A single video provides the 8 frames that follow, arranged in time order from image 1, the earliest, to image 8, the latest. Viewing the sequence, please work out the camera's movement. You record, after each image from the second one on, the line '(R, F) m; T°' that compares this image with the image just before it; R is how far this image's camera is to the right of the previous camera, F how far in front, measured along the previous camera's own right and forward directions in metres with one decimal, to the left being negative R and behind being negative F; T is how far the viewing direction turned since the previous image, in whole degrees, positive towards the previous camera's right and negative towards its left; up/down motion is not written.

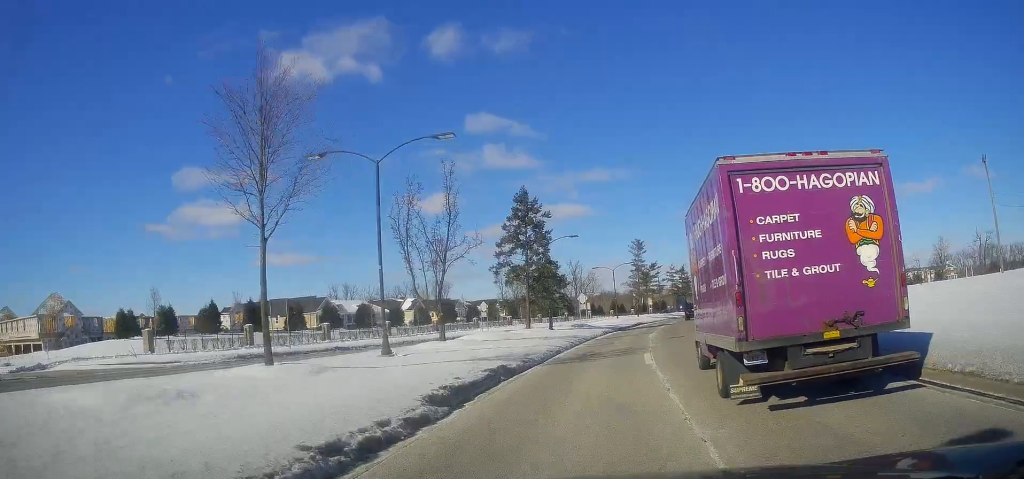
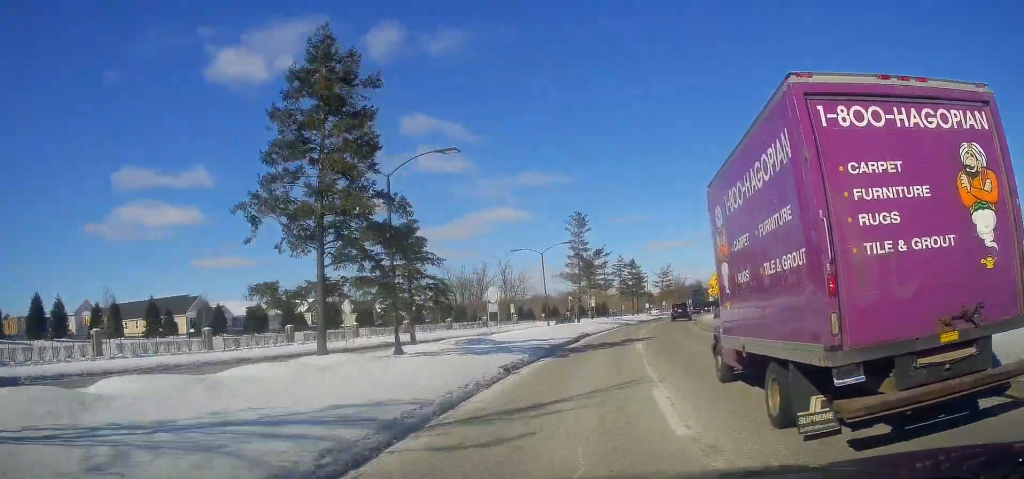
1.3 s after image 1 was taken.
(+2.2, +23.6) m; +9°
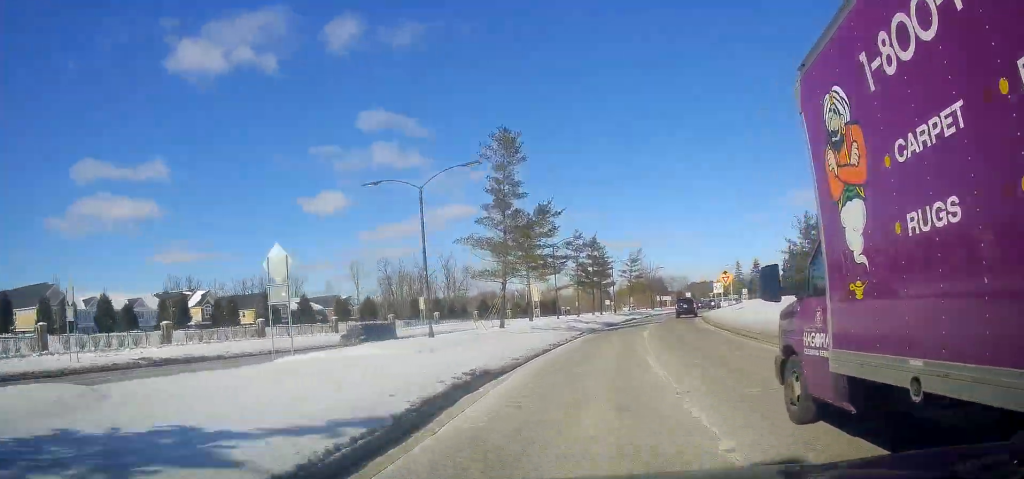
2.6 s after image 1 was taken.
(+0.9, +25.5) m; +3°
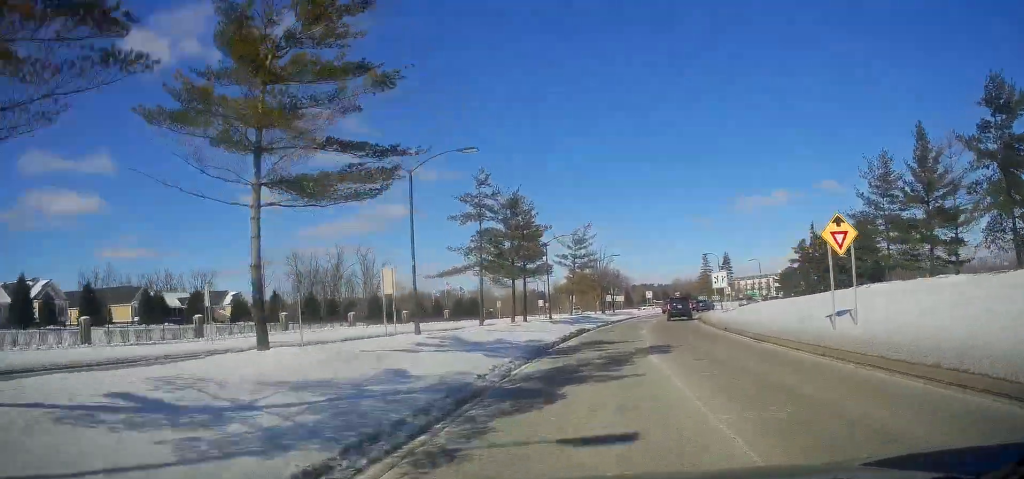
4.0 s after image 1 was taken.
(+0.9, +28.6) m; +7°
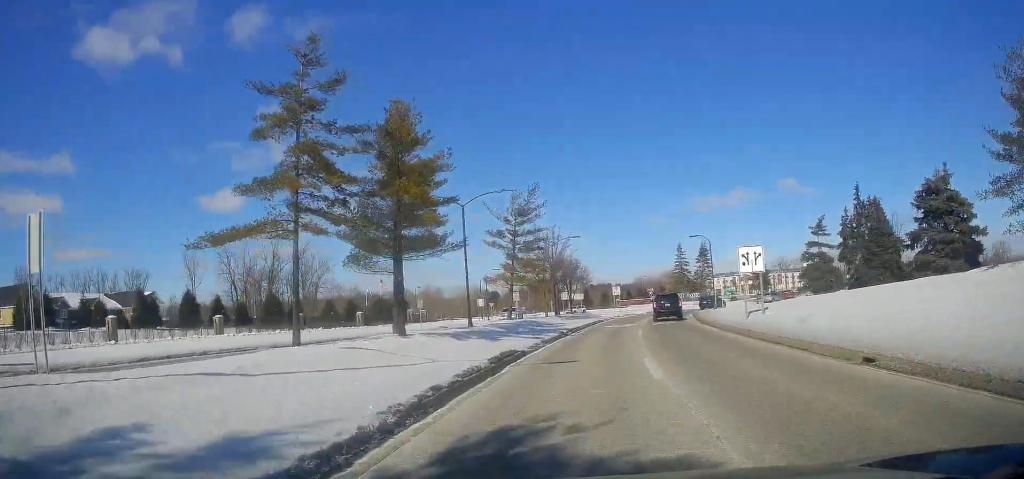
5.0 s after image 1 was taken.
(+1.3, +18.8) m; +6°
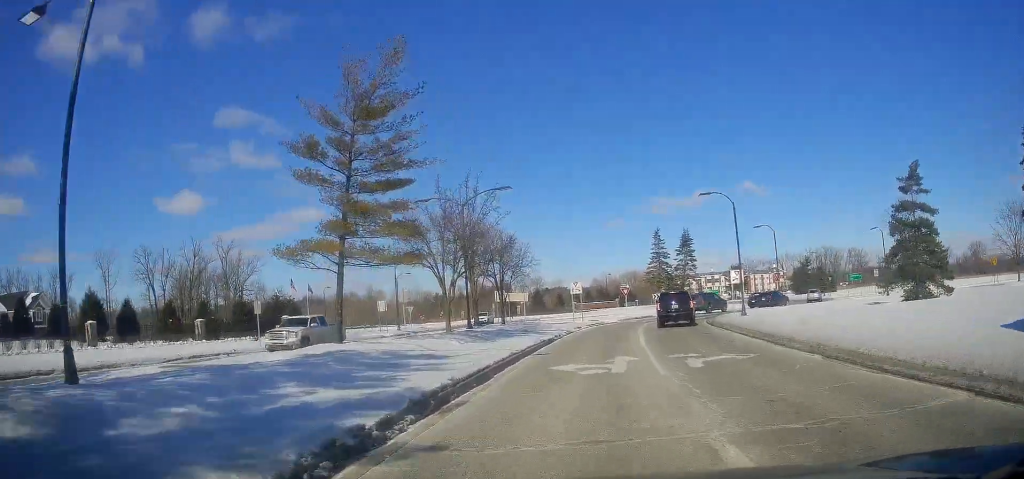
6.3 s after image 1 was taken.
(+1.0, +24.6) m; +4°
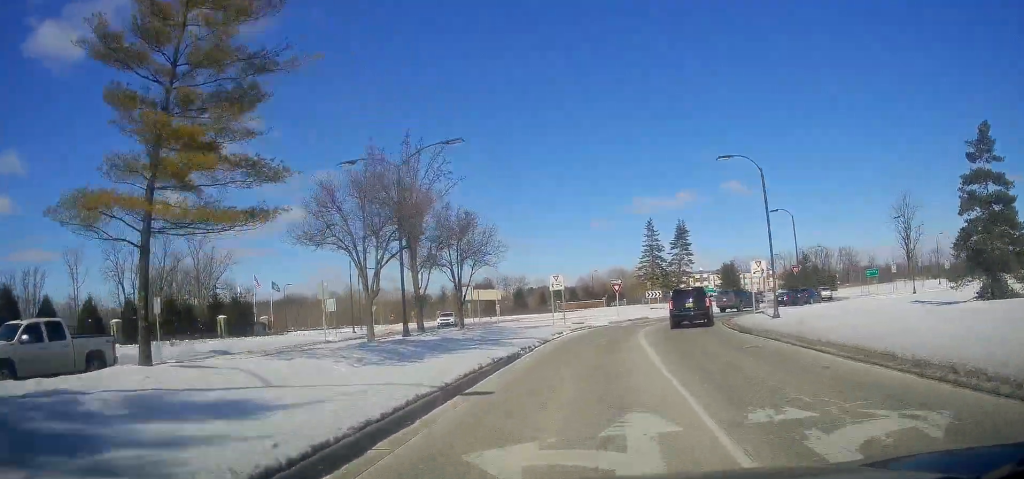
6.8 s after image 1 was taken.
(+0.2, +8.9) m; +2°
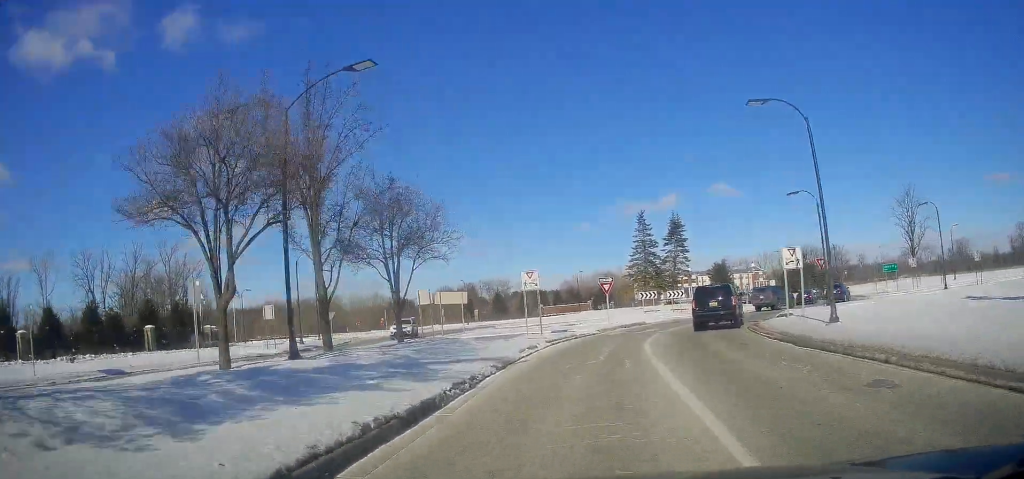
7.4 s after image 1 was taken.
(0.0, +8.7) m; +2°
